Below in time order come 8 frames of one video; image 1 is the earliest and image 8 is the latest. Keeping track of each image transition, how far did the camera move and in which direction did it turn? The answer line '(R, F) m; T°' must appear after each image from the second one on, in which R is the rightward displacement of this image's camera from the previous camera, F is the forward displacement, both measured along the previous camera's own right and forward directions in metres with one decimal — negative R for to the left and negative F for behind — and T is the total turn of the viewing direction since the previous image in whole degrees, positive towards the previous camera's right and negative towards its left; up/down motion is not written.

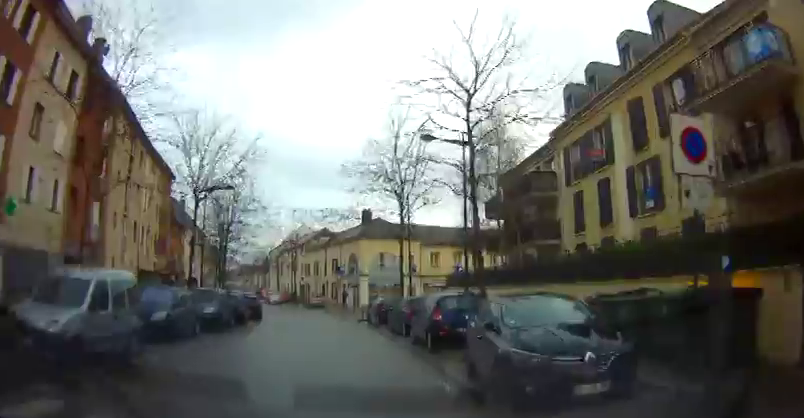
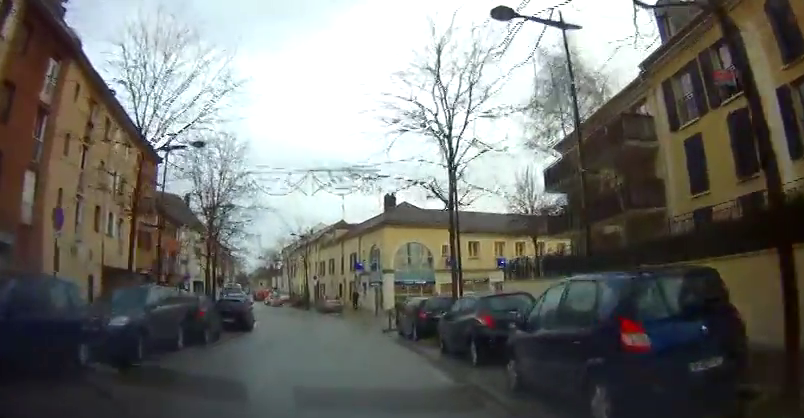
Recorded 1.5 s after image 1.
(0.0, +8.5) m; +1°
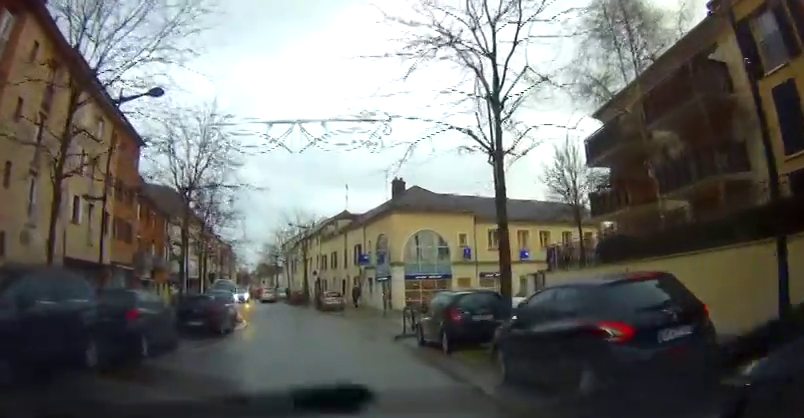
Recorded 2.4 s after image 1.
(0.0, +5.2) m; -1°
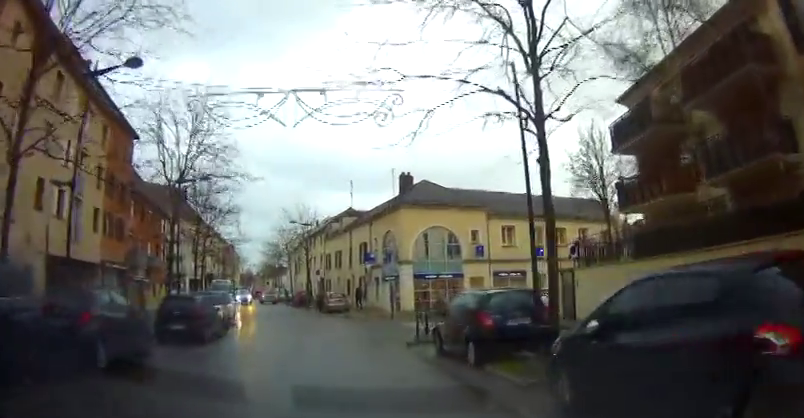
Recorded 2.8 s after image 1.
(0.0, +2.2) m; 0°
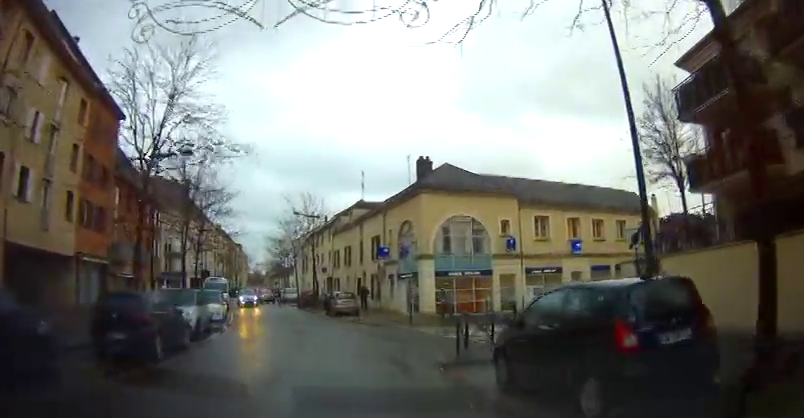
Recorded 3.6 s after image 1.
(0.0, +4.7) m; 0°
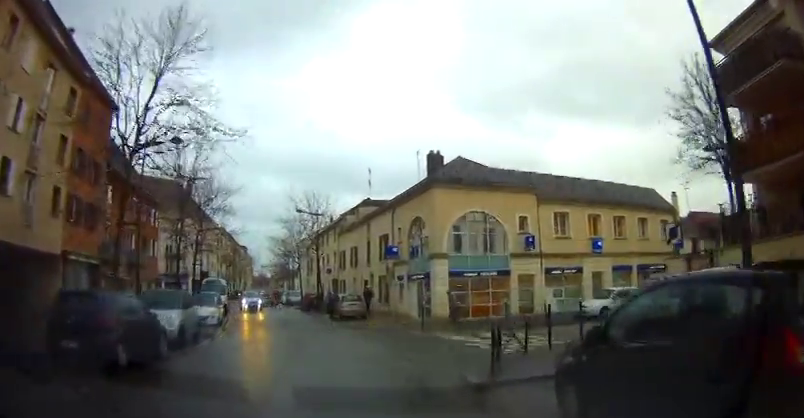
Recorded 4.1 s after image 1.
(0.0, +2.3) m; +1°
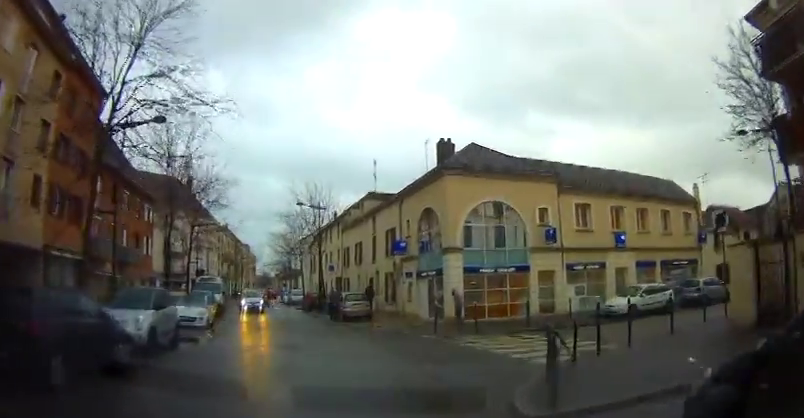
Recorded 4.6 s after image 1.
(0.0, +2.5) m; +1°
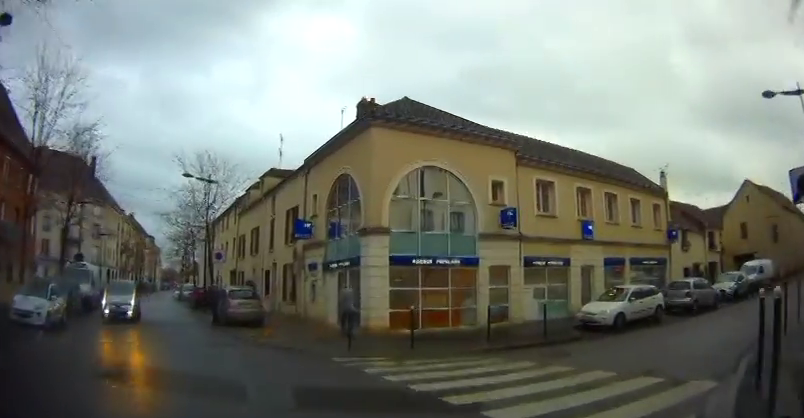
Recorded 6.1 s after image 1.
(+0.2, +6.8) m; +12°
